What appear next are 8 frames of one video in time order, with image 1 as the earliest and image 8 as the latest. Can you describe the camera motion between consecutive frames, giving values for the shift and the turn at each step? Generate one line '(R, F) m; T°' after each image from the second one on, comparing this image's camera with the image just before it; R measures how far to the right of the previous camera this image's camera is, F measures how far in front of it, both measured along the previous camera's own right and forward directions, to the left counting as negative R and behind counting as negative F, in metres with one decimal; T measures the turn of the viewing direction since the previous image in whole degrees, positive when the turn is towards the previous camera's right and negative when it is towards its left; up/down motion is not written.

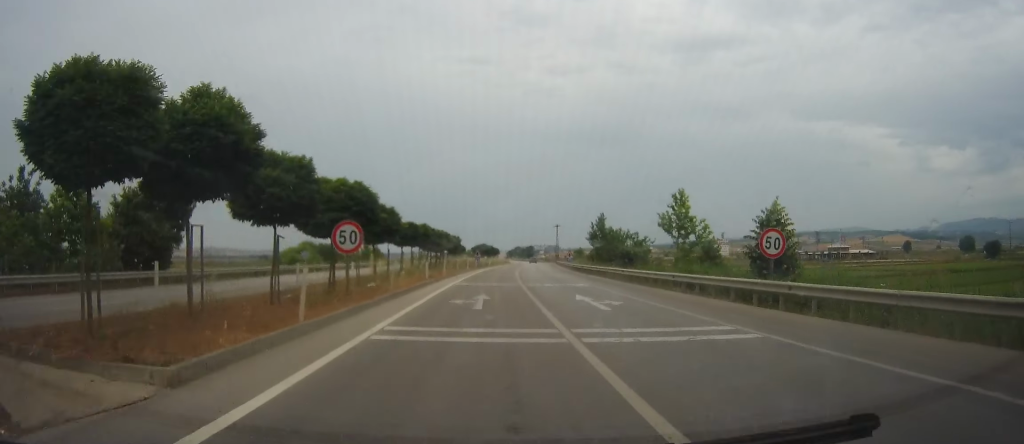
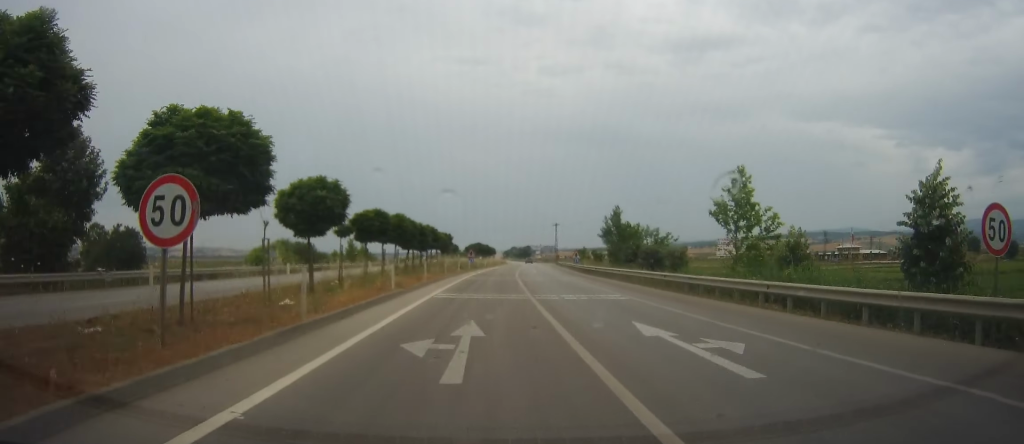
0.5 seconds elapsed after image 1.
(+0.1, +10.9) m; +1°
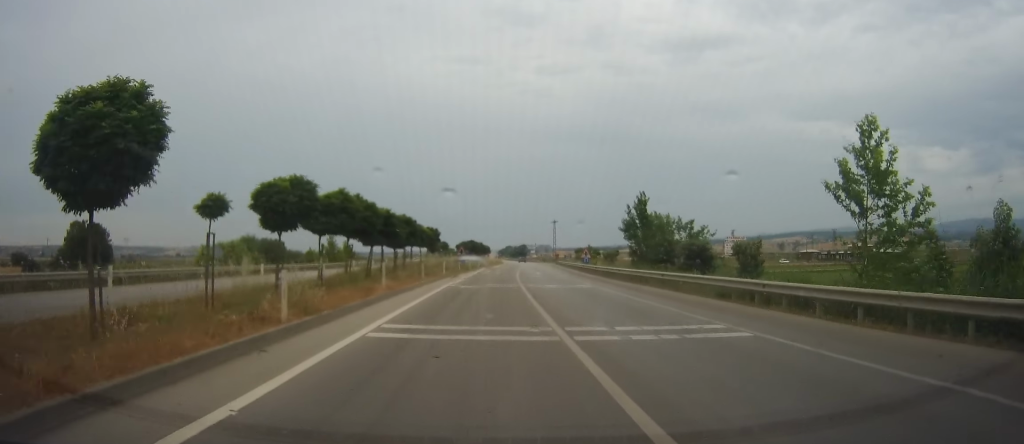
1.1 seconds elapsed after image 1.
(+0.1, +11.5) m; 0°
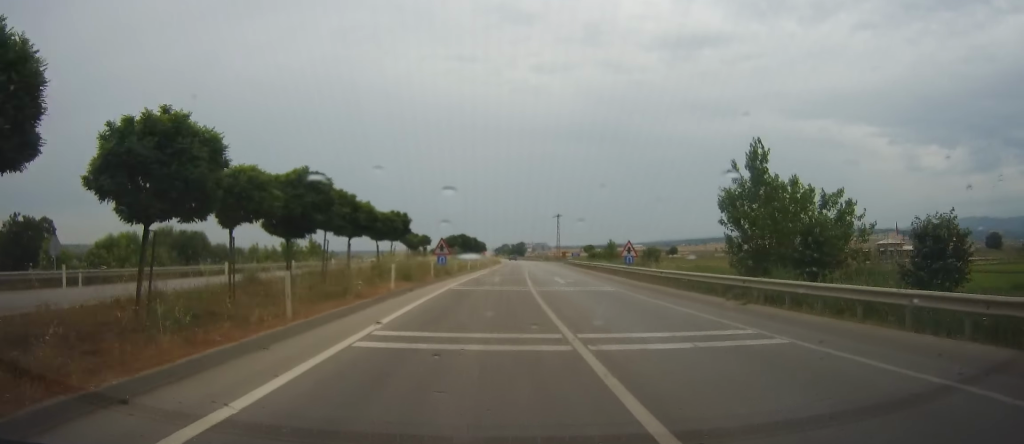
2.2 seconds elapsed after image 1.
(0.0, +22.0) m; 0°
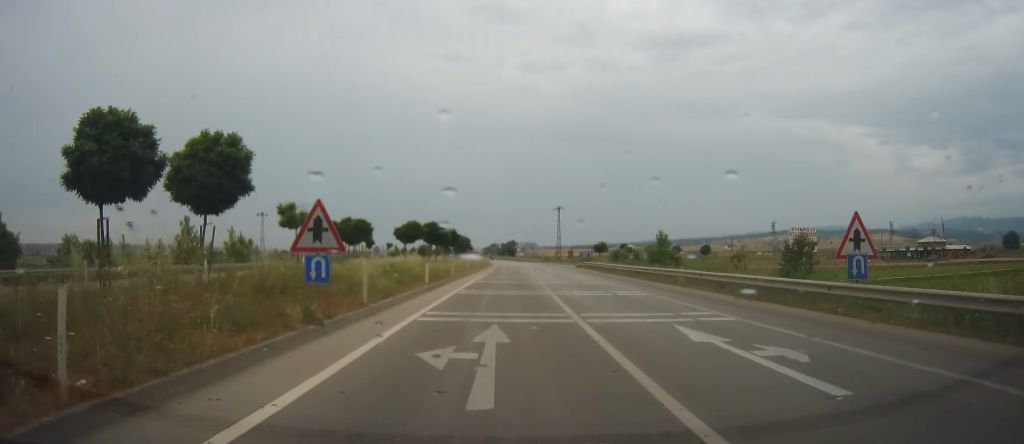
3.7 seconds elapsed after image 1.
(+0.3, +29.0) m; +1°
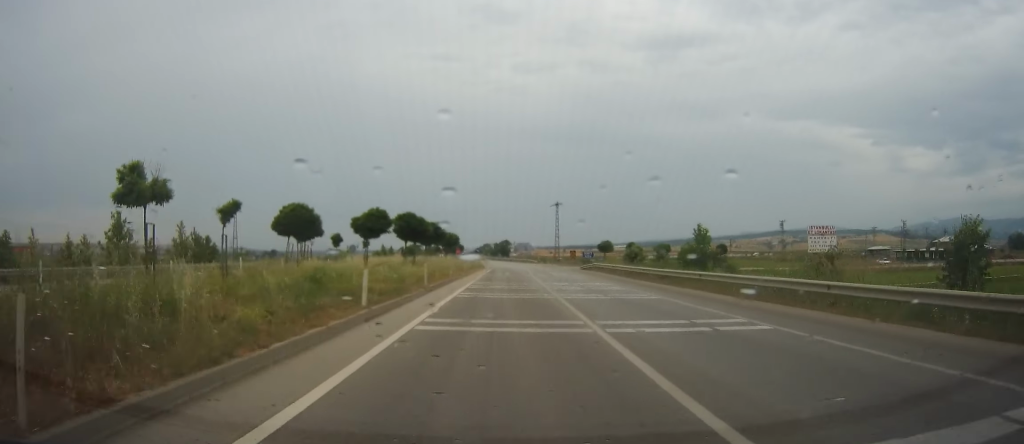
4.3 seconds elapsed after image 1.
(+0.3, +11.6) m; 0°
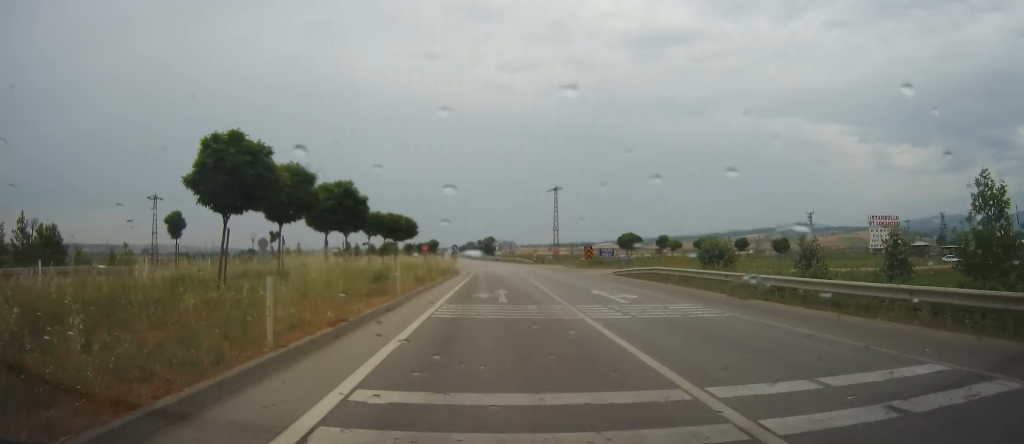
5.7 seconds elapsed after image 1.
(-0.4, +27.2) m; 0°
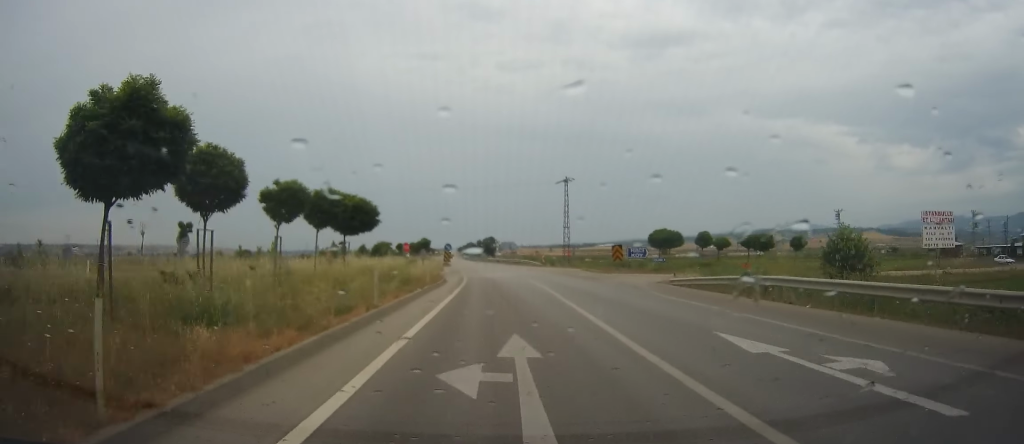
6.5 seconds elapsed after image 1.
(+0.2, +14.9) m; +1°
